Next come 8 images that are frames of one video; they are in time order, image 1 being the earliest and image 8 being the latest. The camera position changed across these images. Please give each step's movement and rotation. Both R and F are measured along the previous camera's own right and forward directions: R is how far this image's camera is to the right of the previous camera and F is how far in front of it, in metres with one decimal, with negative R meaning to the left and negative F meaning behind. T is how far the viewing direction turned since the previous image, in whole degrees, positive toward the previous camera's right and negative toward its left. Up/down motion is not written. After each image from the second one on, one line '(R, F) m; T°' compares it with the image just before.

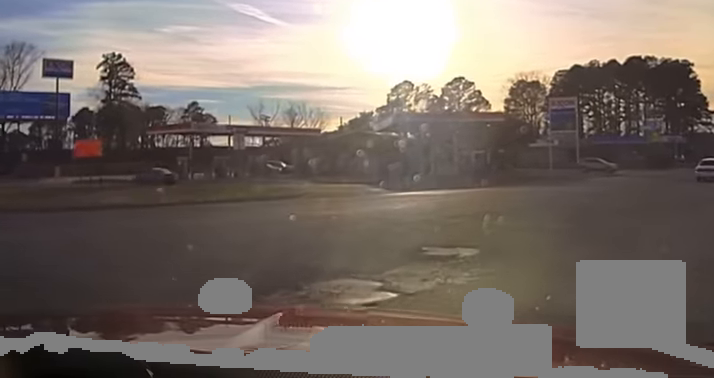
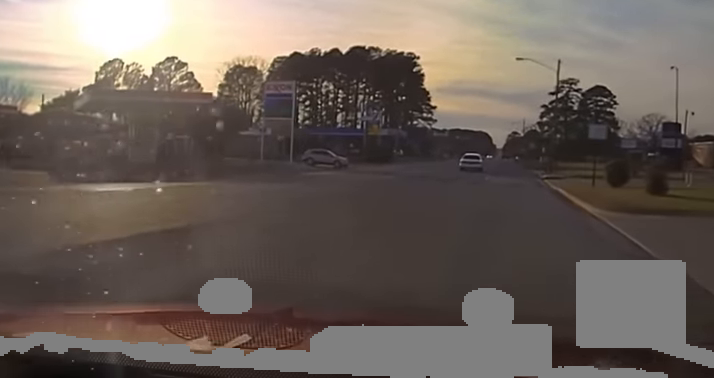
(+1.0, +6.9) m; +24°
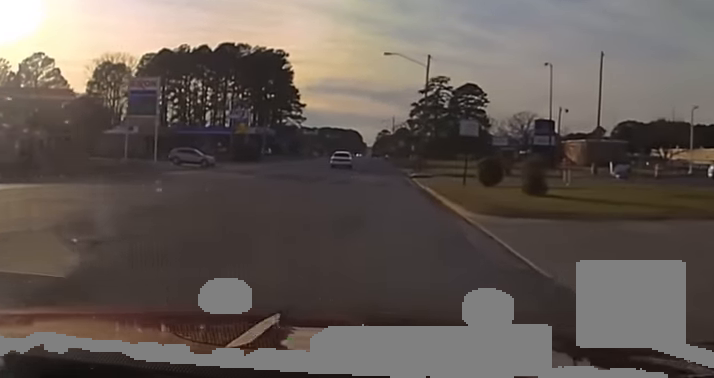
(0.0, +2.2) m; +11°
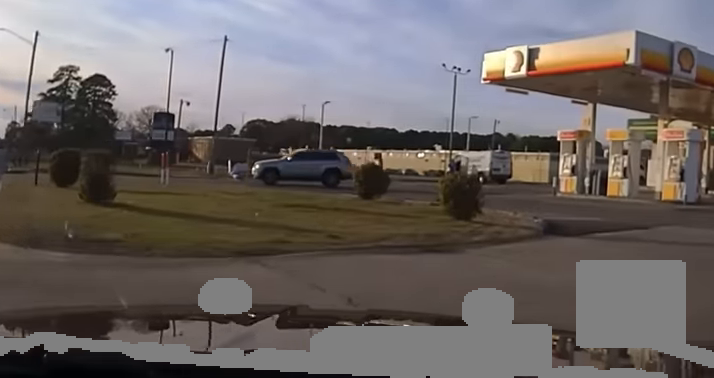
(+1.9, +5.6) m; +31°
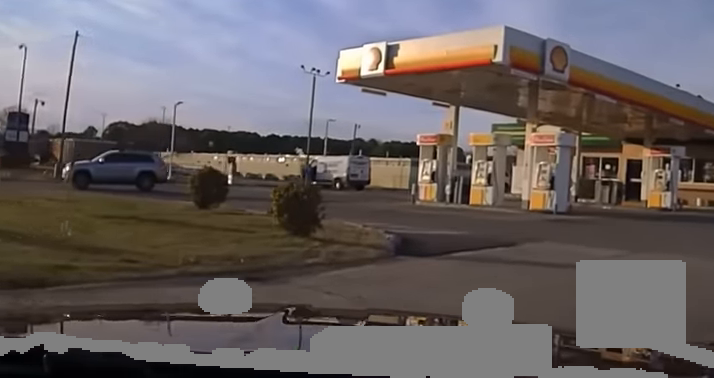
(+0.2, +2.1) m; +9°
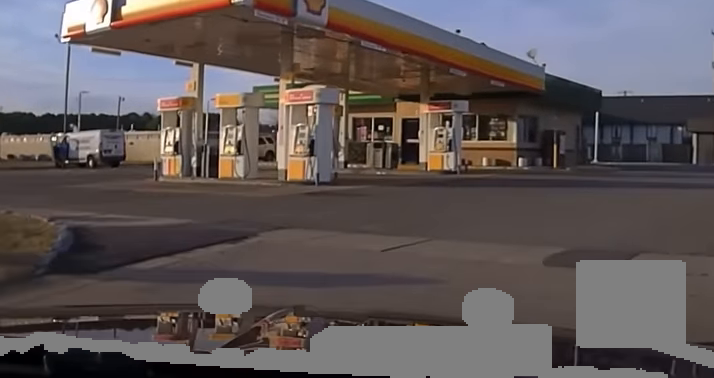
(+0.4, +3.6) m; +7°
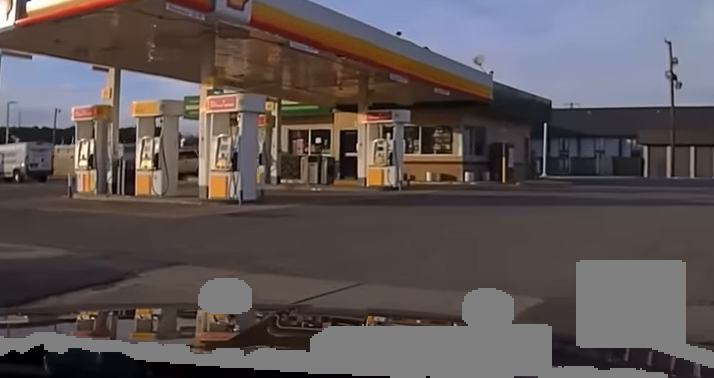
(0.0, +2.1) m; -1°
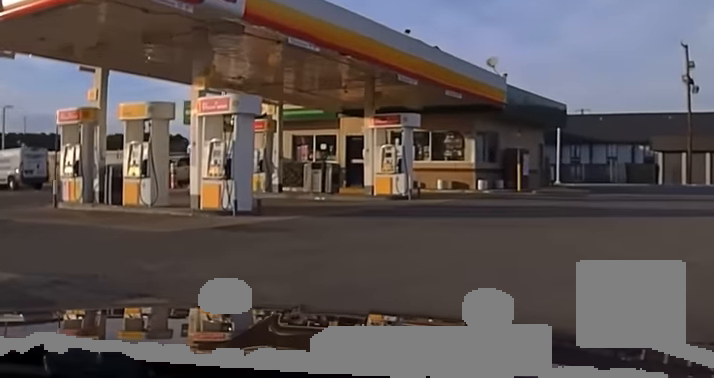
(0.0, +1.5) m; -4°
